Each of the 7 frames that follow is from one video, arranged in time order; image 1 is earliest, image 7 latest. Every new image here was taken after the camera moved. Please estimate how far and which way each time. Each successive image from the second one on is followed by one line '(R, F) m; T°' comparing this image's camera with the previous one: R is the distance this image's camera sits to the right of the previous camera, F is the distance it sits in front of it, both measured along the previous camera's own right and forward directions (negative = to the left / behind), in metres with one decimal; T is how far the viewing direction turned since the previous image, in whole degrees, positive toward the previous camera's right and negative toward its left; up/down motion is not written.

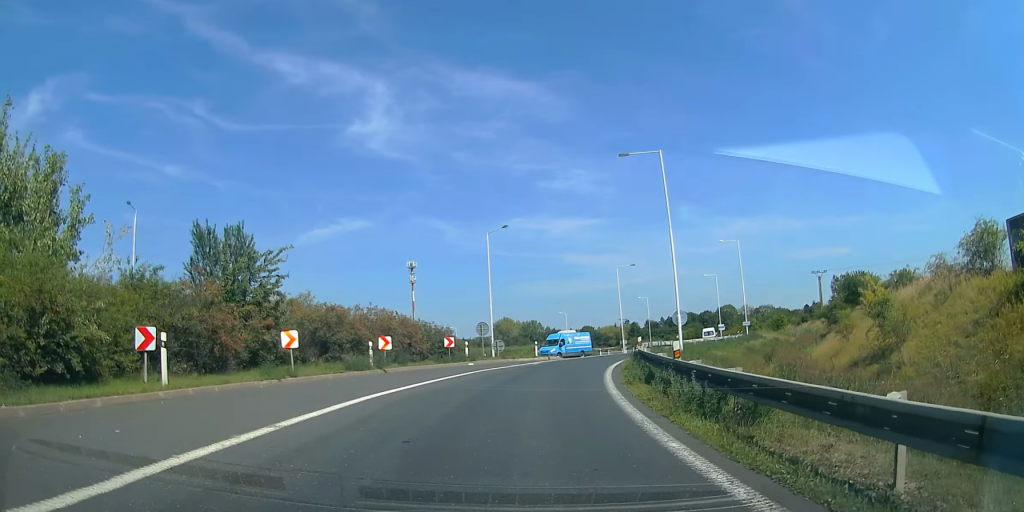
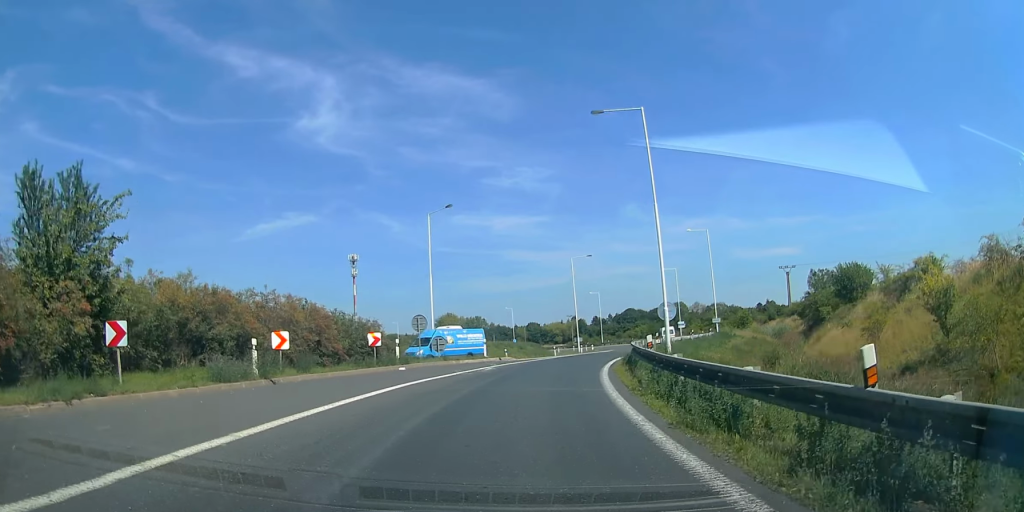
(+0.2, +7.2) m; +4°
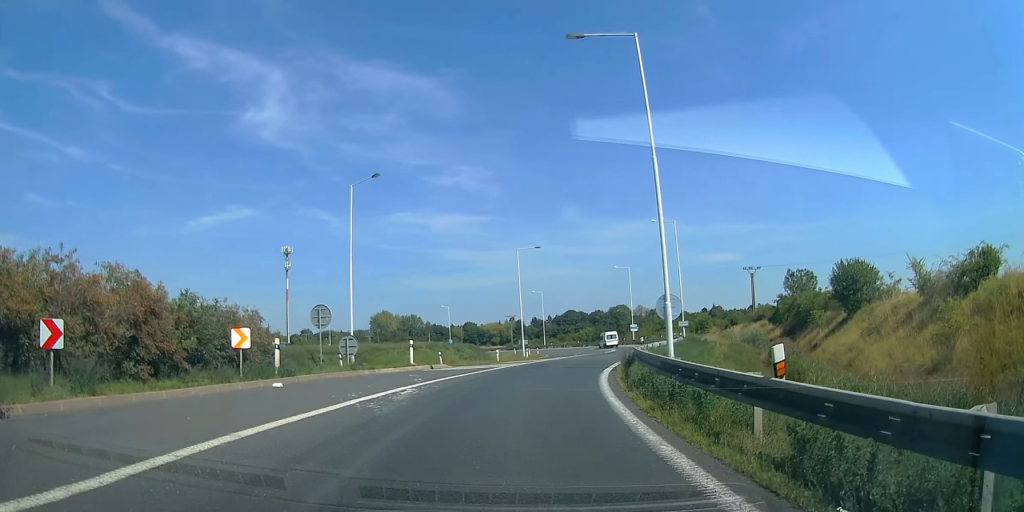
(-0.4, +8.5) m; +4°
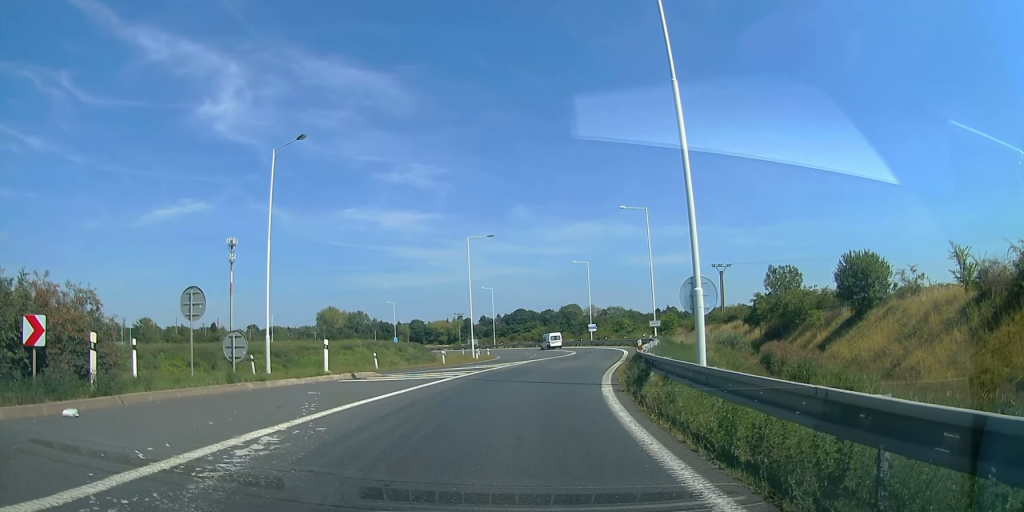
(+0.8, +6.8) m; +4°
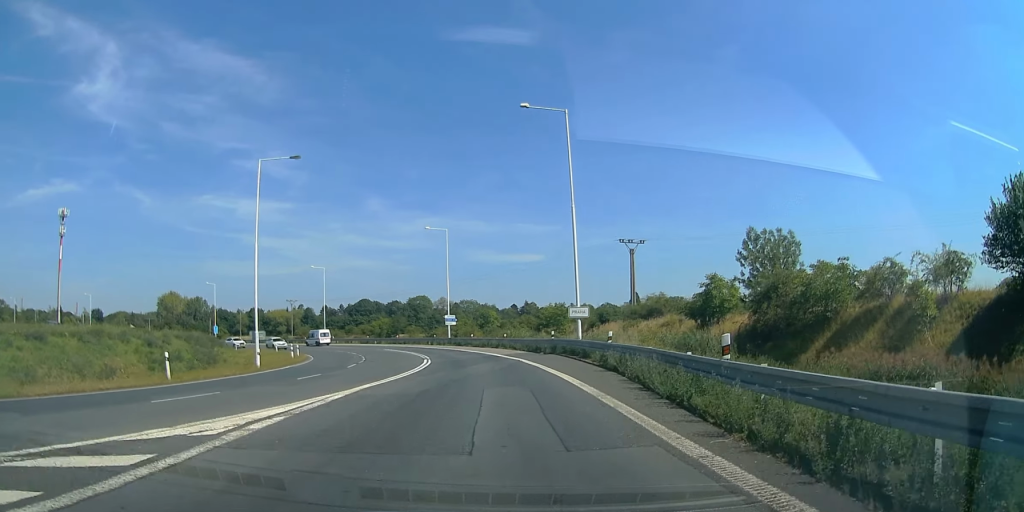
(+3.1, +24.0) m; +11°
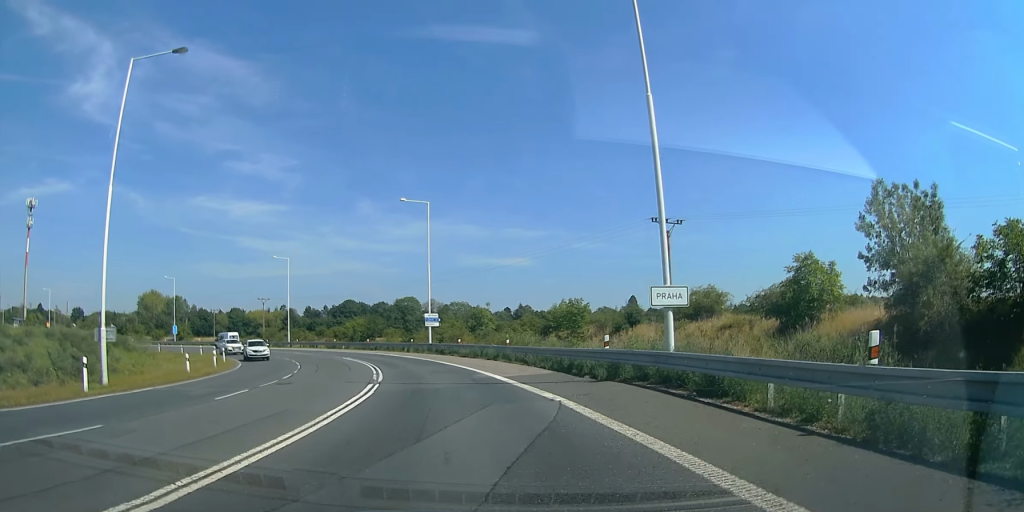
(-0.5, +14.9) m; 0°
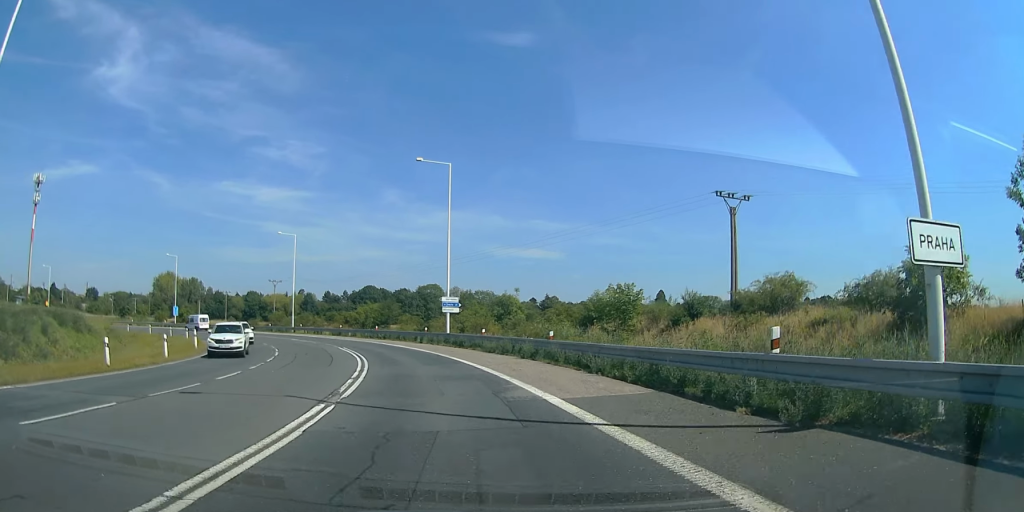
(+0.5, +8.6) m; 0°
